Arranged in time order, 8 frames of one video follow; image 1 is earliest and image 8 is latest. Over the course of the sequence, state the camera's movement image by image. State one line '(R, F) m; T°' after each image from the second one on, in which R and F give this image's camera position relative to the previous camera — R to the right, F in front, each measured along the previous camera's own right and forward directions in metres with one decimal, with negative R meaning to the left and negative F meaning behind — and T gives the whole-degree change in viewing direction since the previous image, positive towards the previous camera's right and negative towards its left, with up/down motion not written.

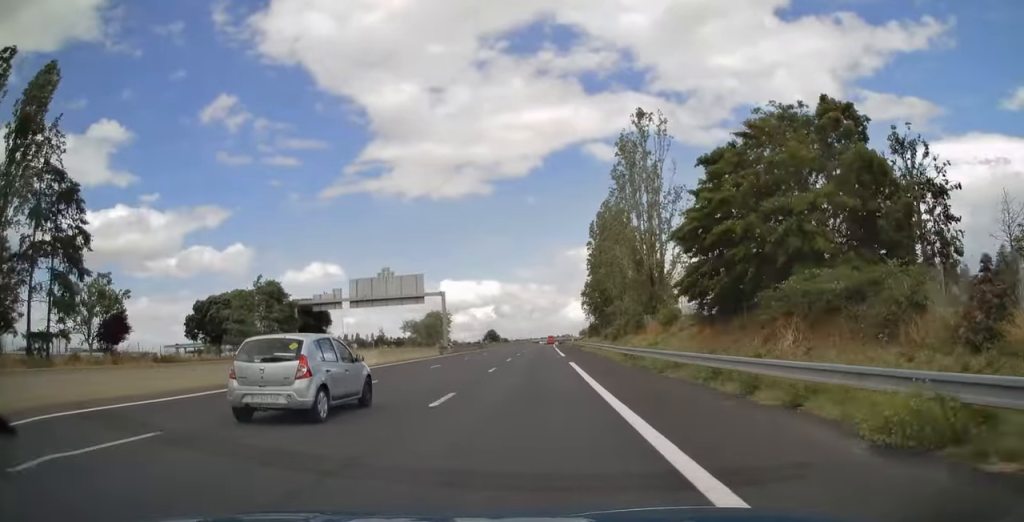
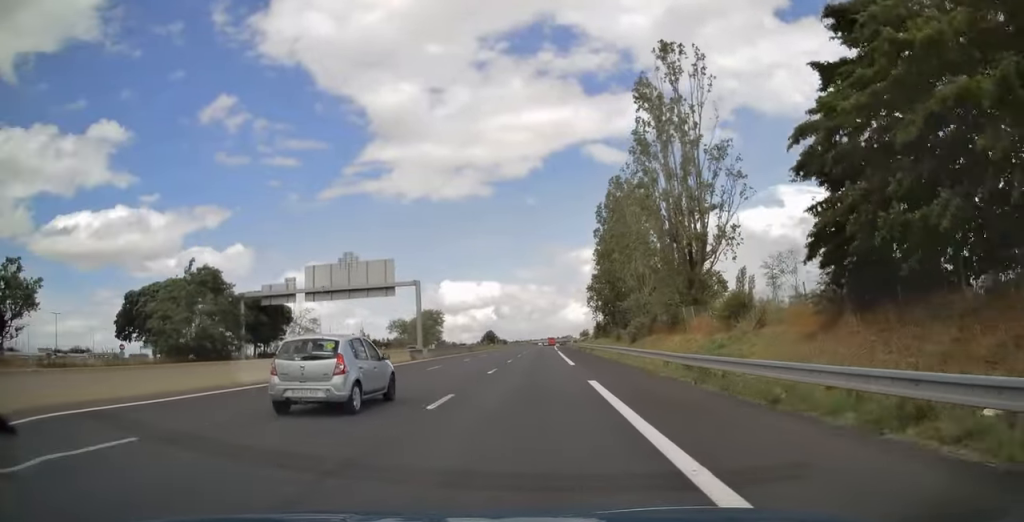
(+0.1, +13.6) m; 0°
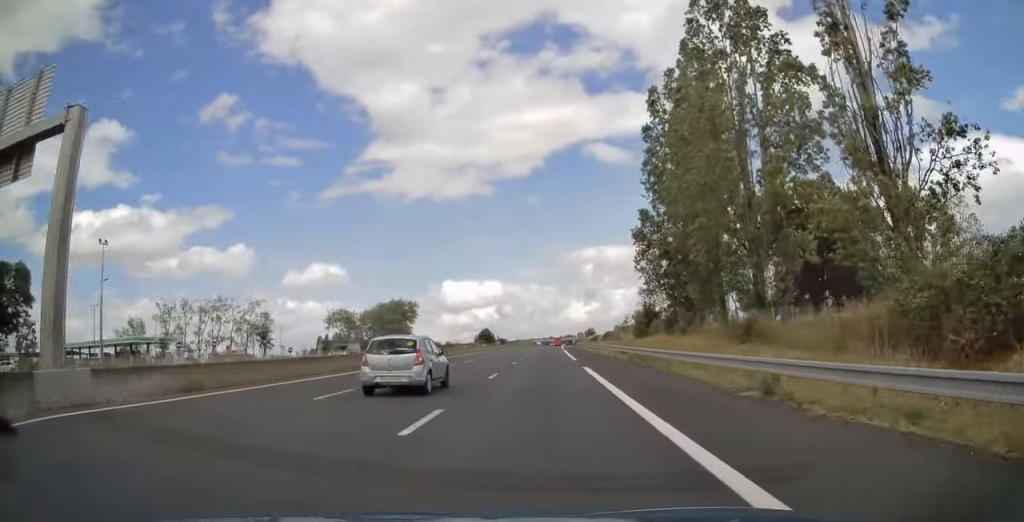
(-0.4, +42.5) m; 0°
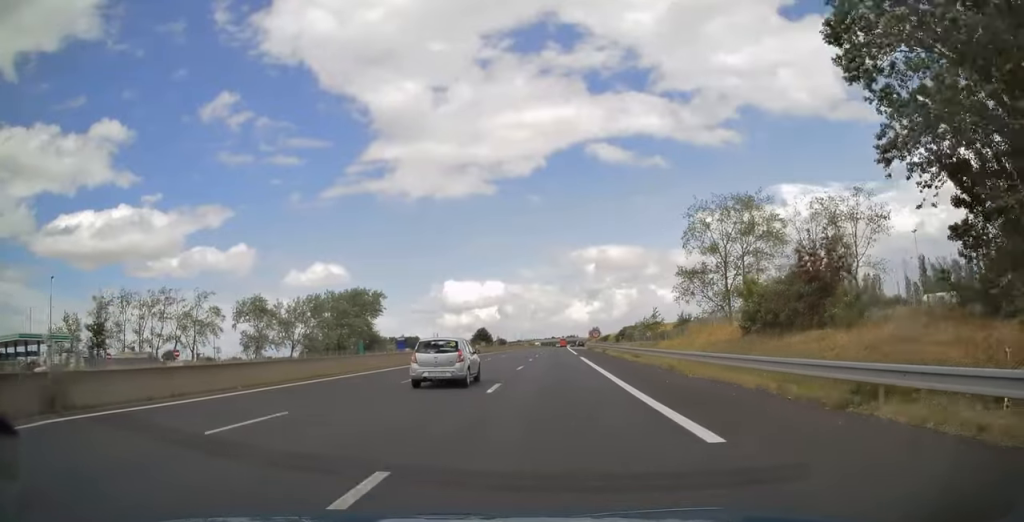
(+0.3, +31.6) m; +1°
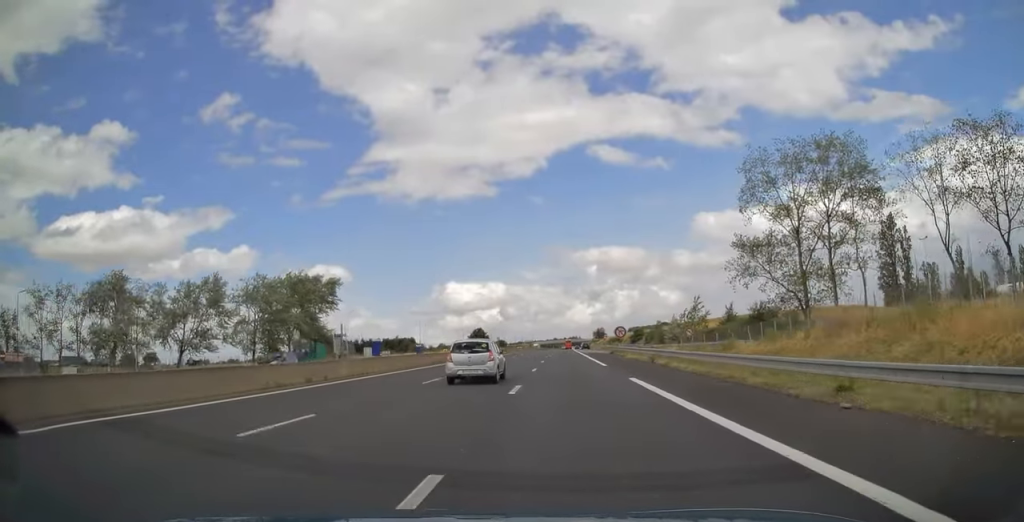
(0.0, +26.1) m; 0°
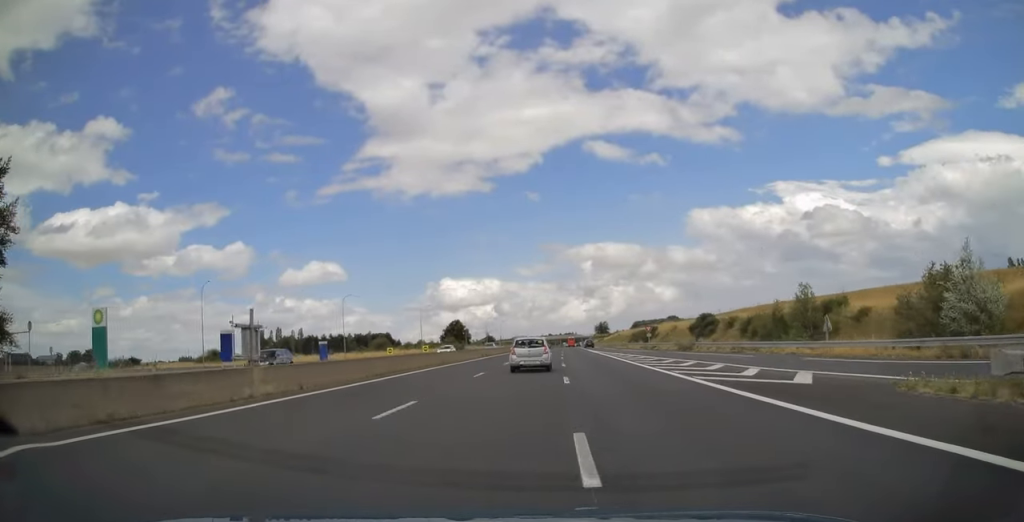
(-0.2, +62.7) m; 0°
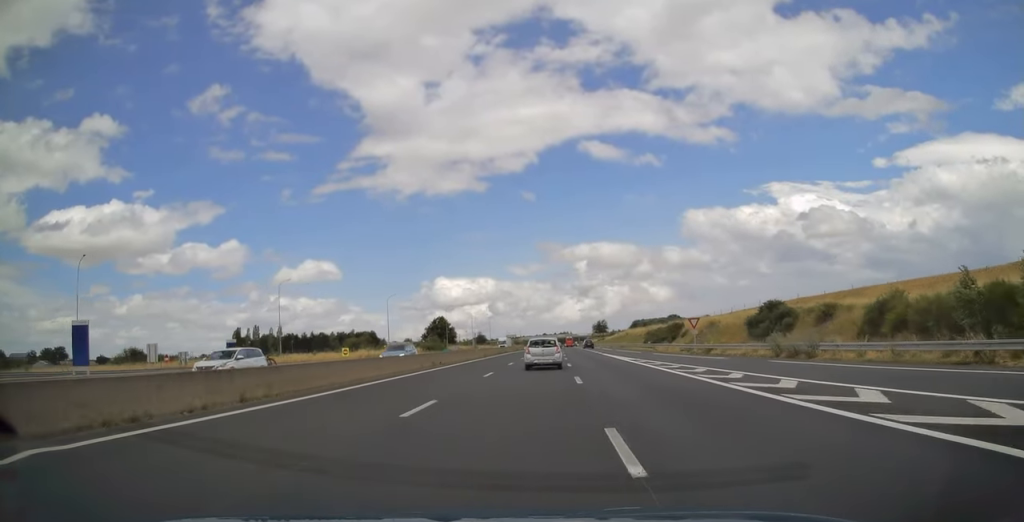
(0.0, +25.9) m; +1°
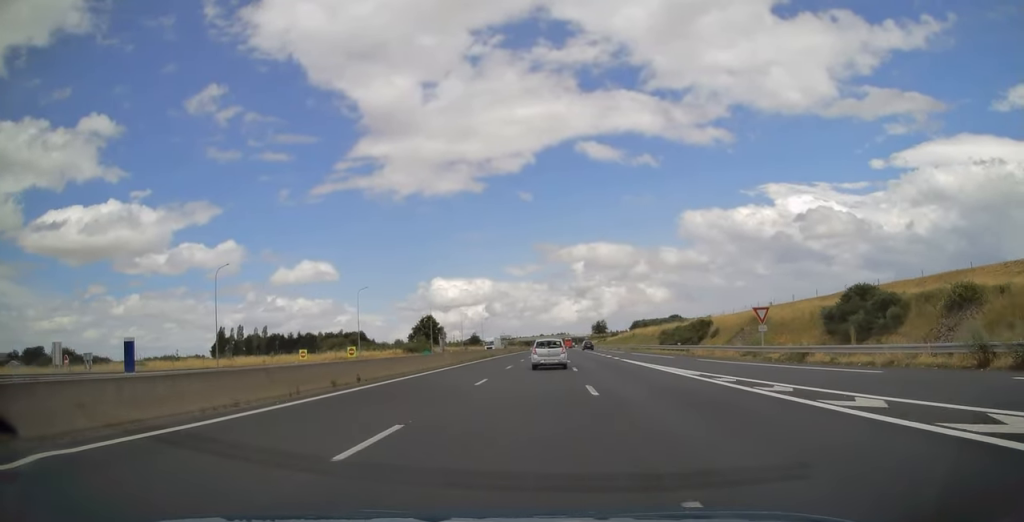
(+0.1, +17.1) m; +1°
